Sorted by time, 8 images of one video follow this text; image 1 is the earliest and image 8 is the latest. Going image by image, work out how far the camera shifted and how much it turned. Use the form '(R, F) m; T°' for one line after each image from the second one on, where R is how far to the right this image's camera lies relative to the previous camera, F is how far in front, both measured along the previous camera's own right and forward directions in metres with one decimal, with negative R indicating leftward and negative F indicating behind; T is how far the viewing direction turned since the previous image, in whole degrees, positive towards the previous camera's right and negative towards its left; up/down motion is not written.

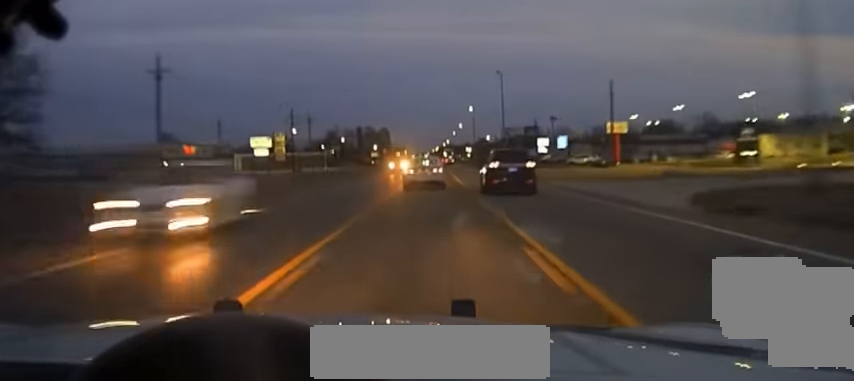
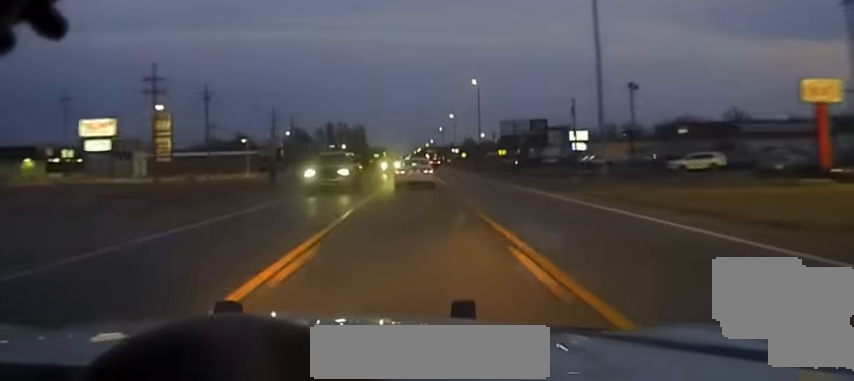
(+0.4, +61.1) m; +1°
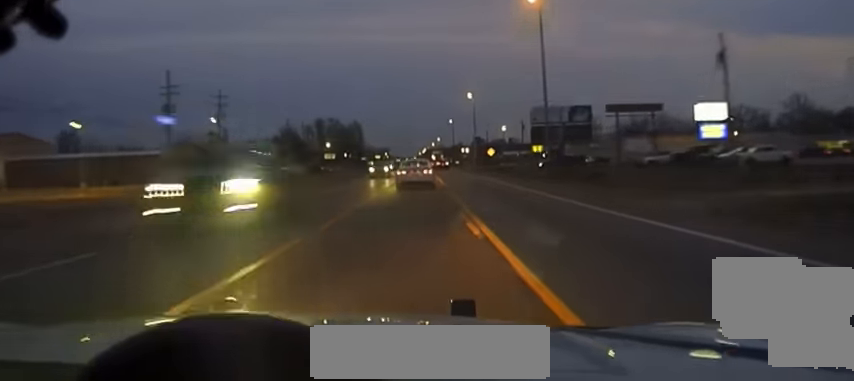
(+0.4, +57.6) m; 0°
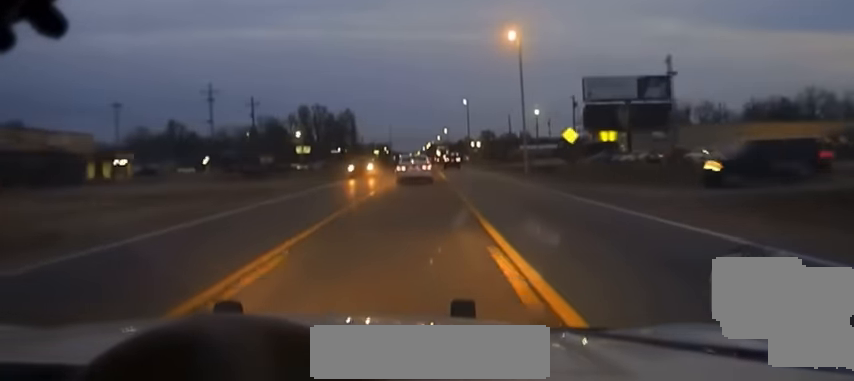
(-0.2, +57.7) m; 0°
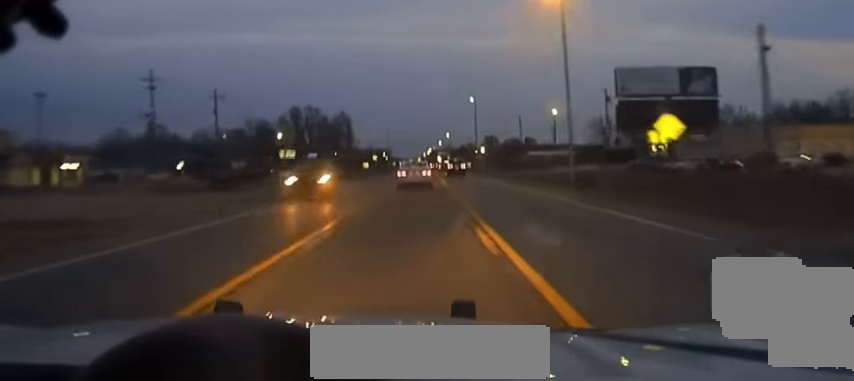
(-0.1, +23.4) m; 0°
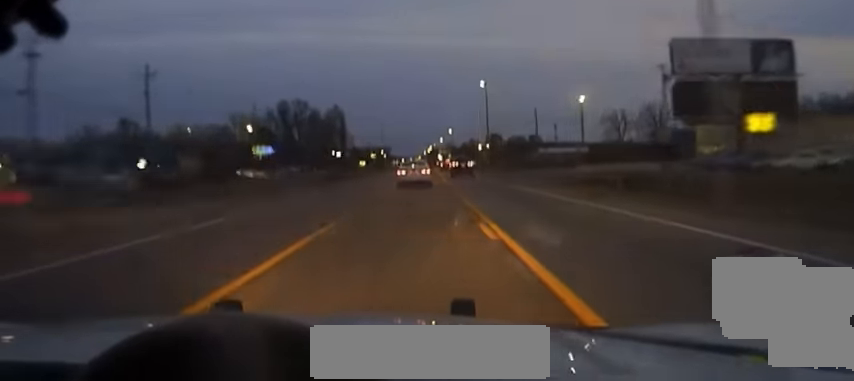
(0.0, +23.6) m; 0°
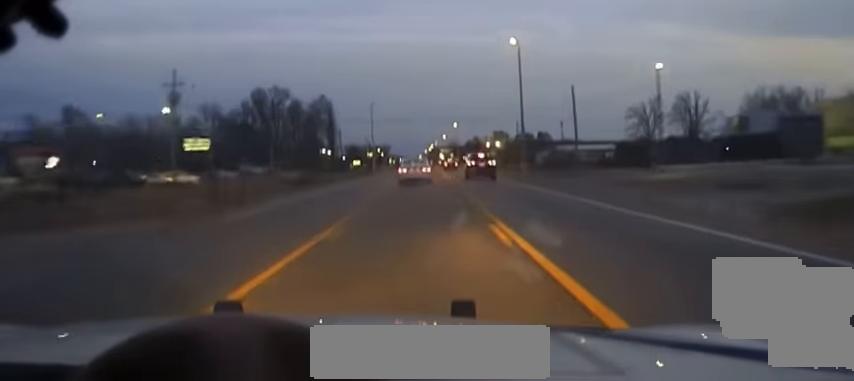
(0.0, +34.4) m; 0°
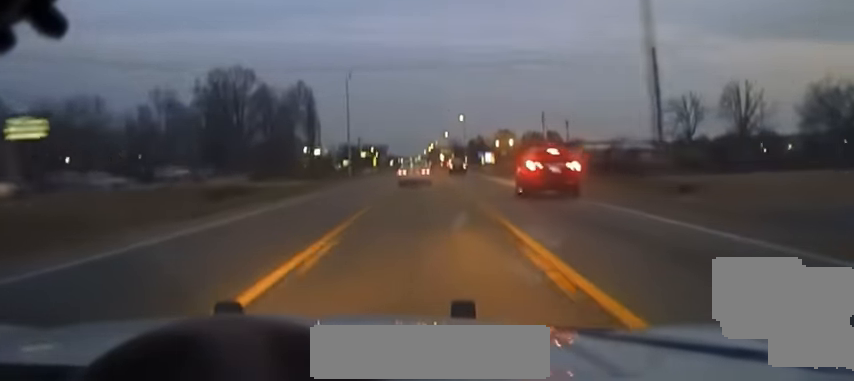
(-0.1, +37.9) m; 0°
